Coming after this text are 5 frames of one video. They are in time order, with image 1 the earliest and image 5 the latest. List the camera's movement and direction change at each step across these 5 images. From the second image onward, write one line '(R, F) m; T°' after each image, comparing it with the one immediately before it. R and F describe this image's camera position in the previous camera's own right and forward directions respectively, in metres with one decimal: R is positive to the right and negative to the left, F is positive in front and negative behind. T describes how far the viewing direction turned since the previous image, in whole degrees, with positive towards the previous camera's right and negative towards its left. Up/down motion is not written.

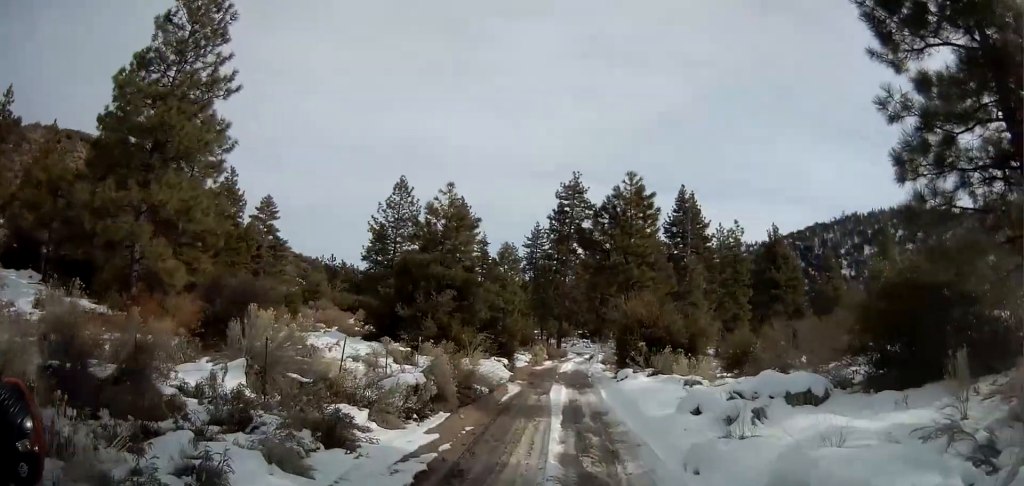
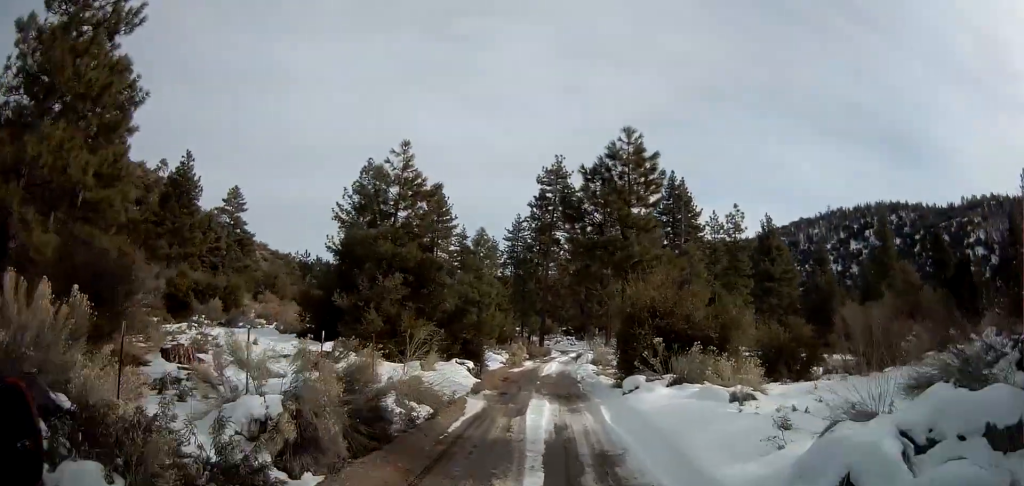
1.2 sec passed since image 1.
(+0.3, +6.6) m; +2°
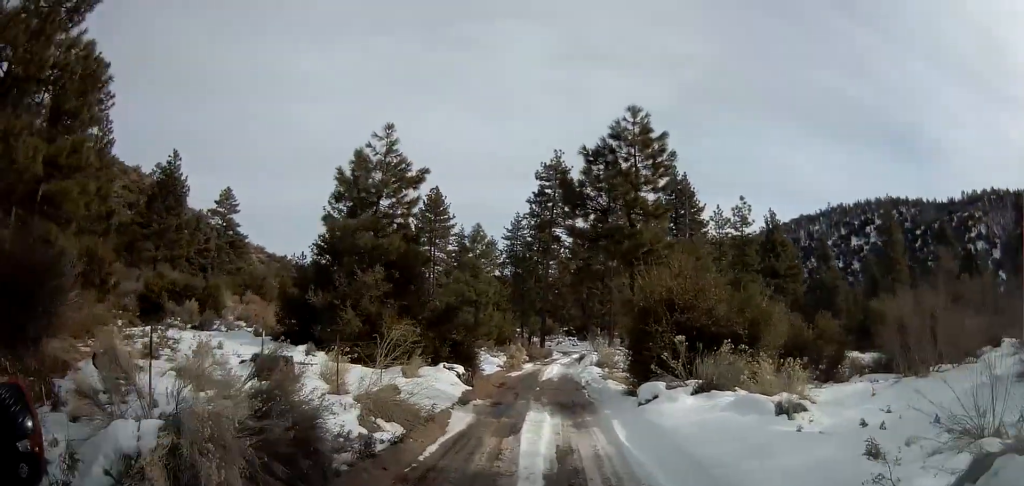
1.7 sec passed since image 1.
(0.0, +2.6) m; -1°
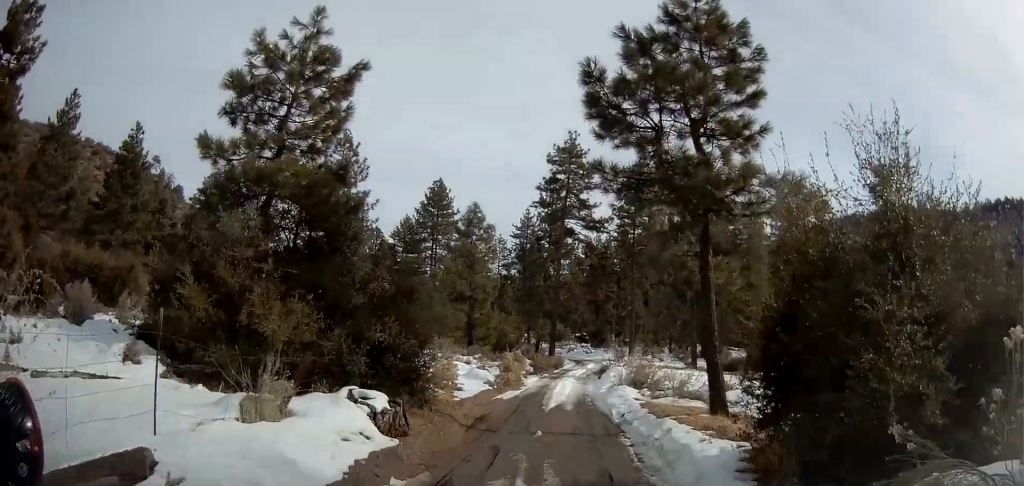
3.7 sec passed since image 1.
(+0.5, +9.3) m; +6°
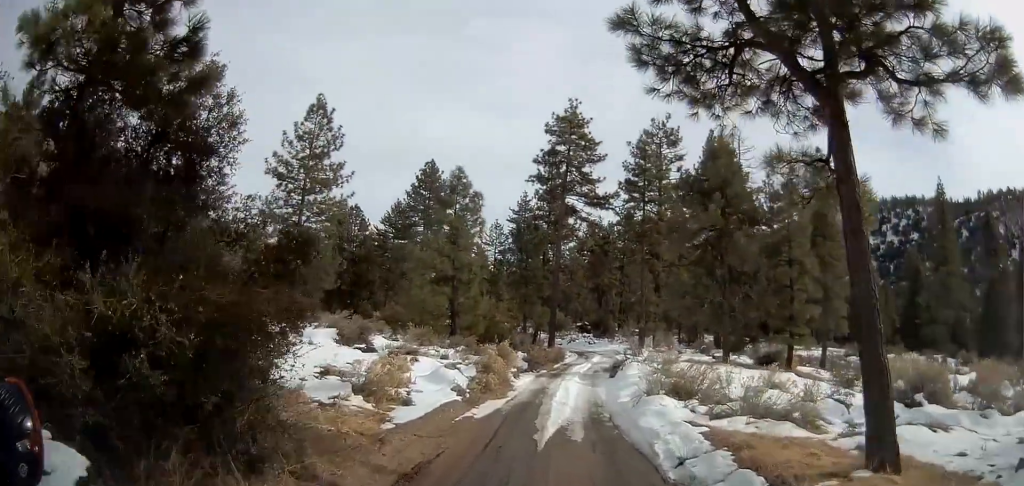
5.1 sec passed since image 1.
(-0.3, +6.7) m; -5°
